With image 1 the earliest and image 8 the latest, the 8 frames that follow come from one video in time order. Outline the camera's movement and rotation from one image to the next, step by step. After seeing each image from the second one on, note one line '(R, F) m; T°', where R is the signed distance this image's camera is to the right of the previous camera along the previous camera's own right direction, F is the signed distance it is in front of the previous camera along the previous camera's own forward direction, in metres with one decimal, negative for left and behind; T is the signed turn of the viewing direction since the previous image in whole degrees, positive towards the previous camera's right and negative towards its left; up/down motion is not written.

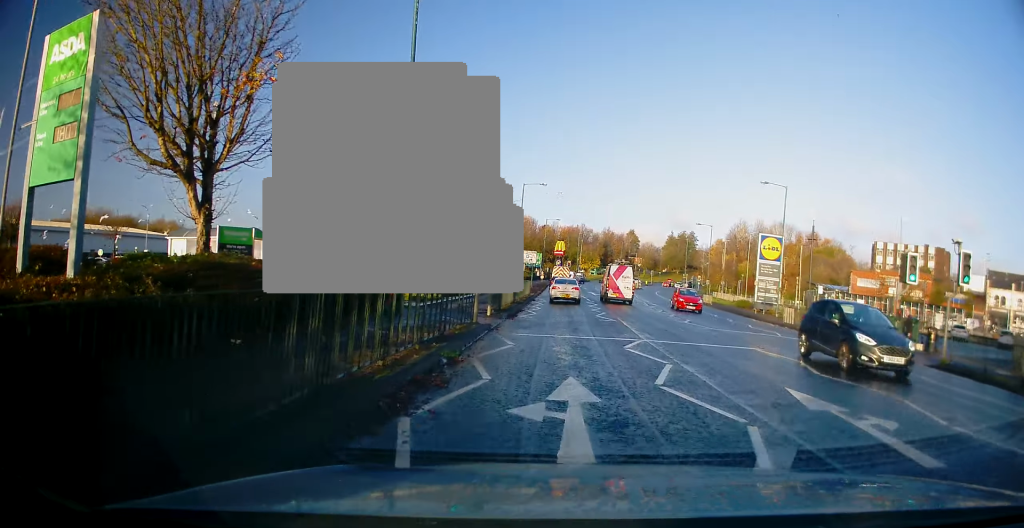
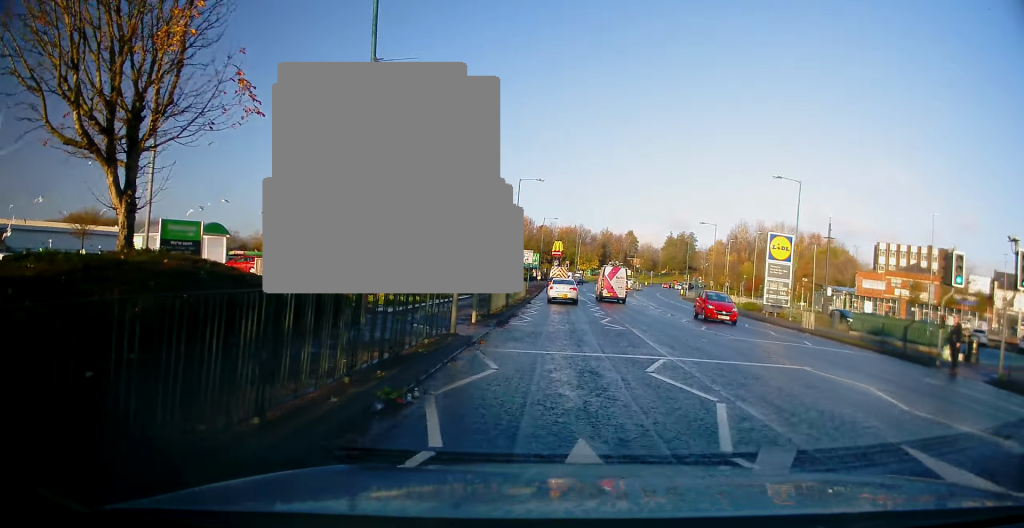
(0.0, +3.3) m; -2°
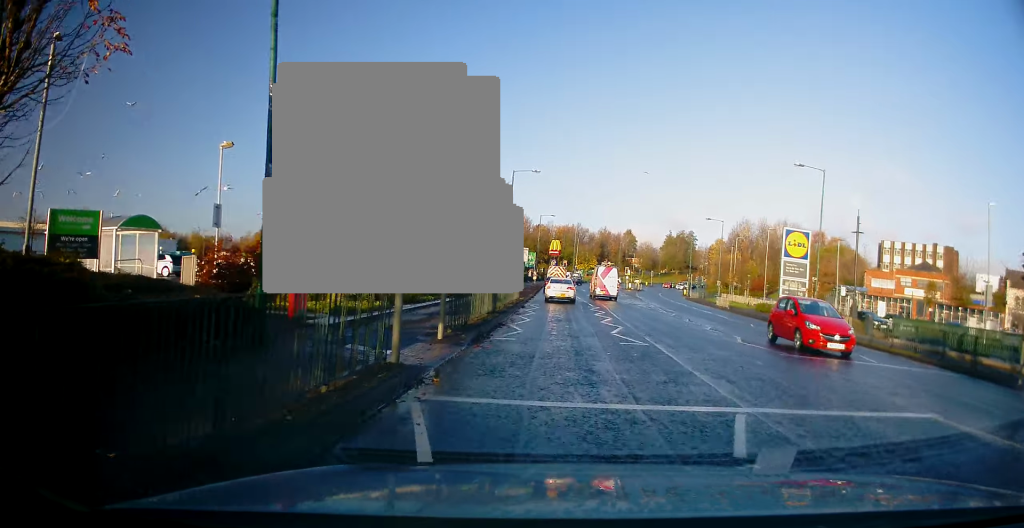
(-0.1, +4.7) m; 0°
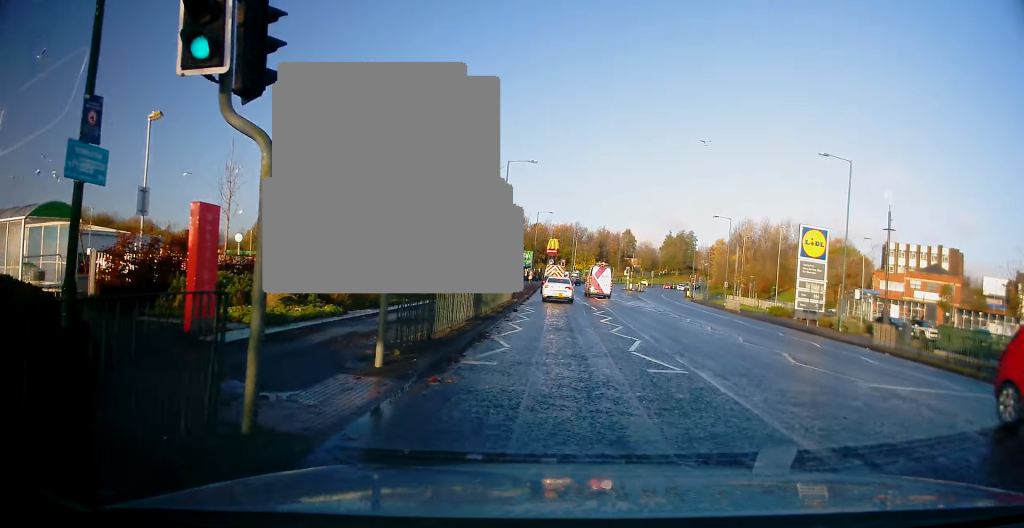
(-0.3, +4.1) m; +1°
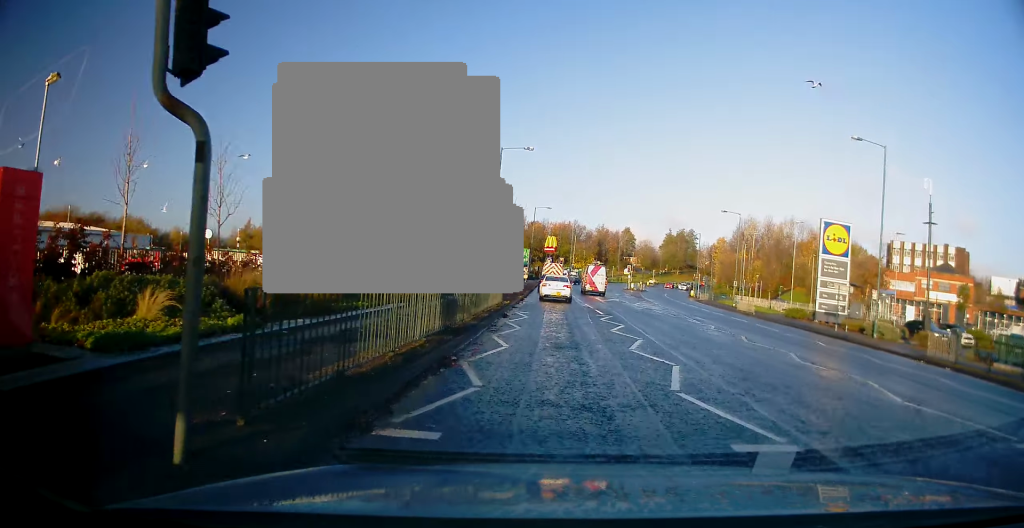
(+0.1, +4.2) m; +1°
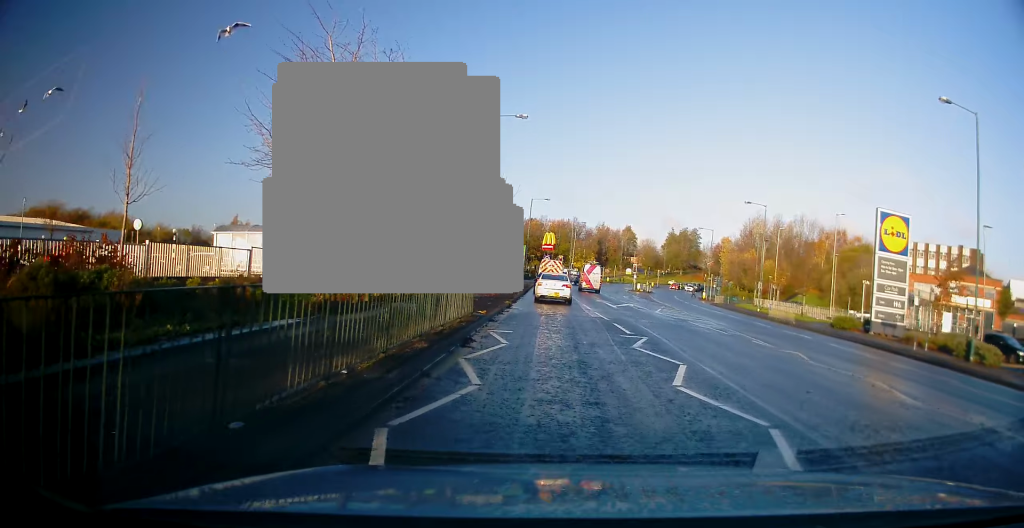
(+0.3, +8.0) m; 0°
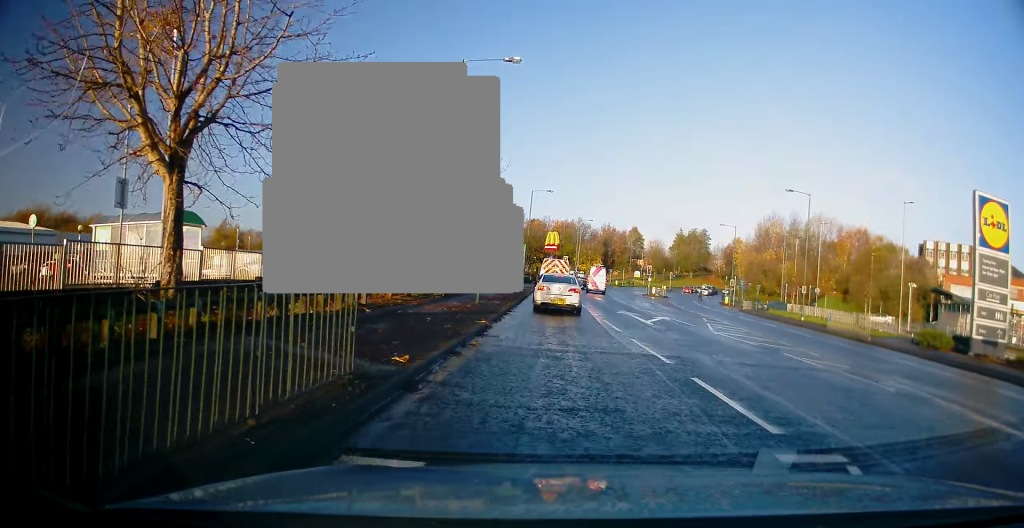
(-0.2, +9.2) m; -1°
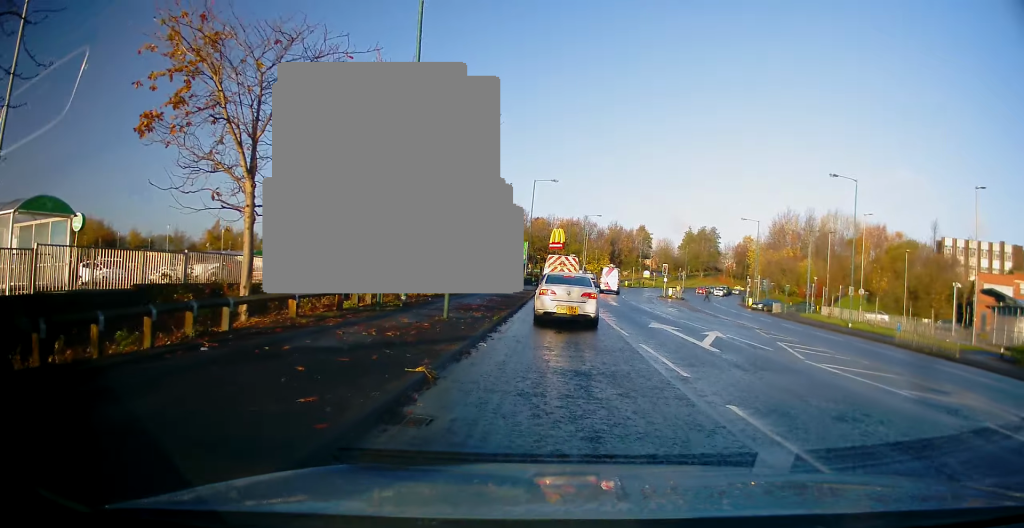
(-0.3, +6.8) m; -2°
